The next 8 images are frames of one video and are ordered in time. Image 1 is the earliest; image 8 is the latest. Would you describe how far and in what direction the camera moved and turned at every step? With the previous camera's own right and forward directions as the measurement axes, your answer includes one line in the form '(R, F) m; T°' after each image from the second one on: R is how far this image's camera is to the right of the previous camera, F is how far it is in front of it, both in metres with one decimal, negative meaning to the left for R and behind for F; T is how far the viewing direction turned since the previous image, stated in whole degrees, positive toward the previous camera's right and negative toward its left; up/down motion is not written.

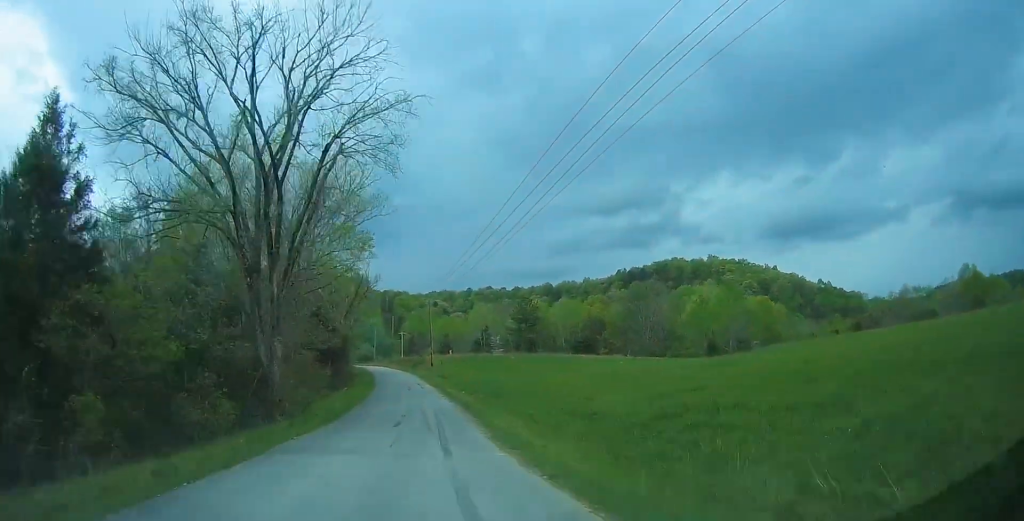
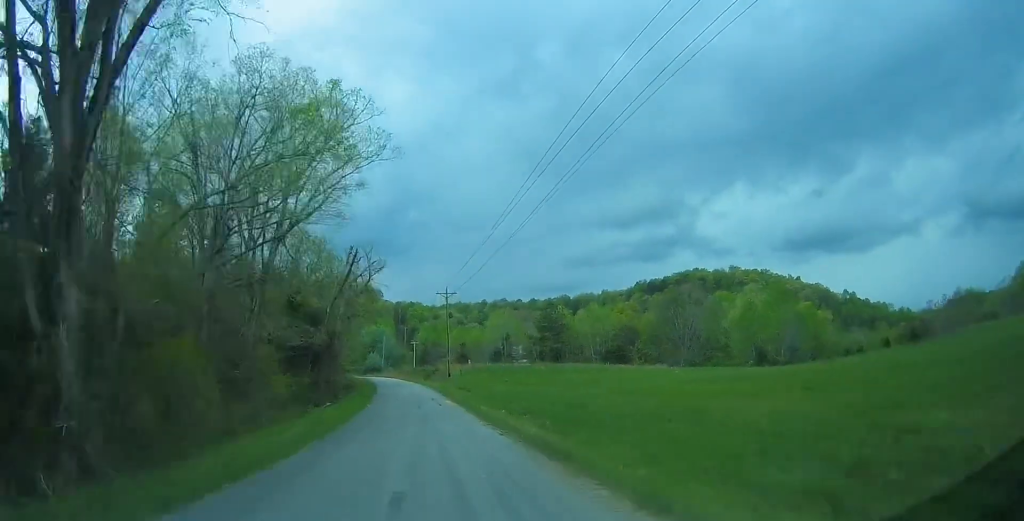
(-0.1, +15.6) m; -2°
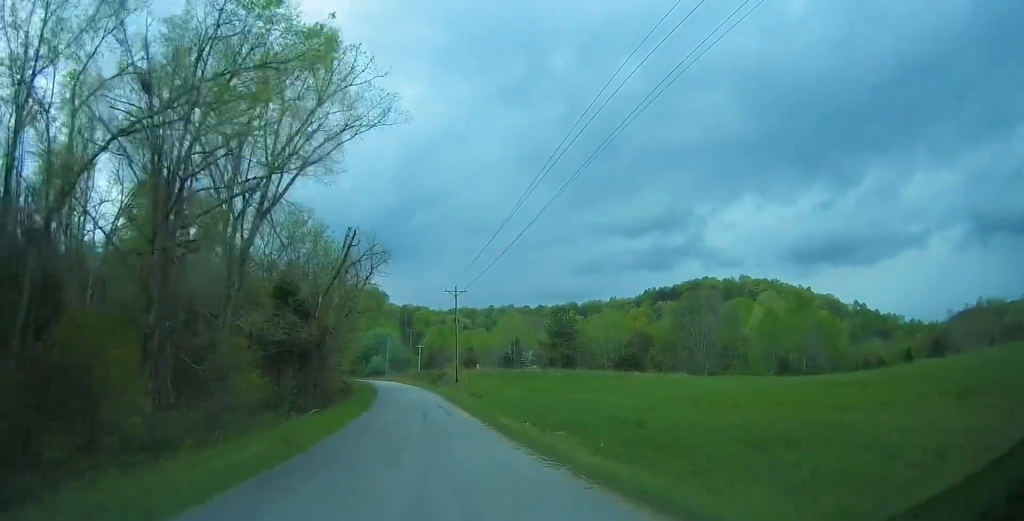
(-0.2, +5.8) m; -1°
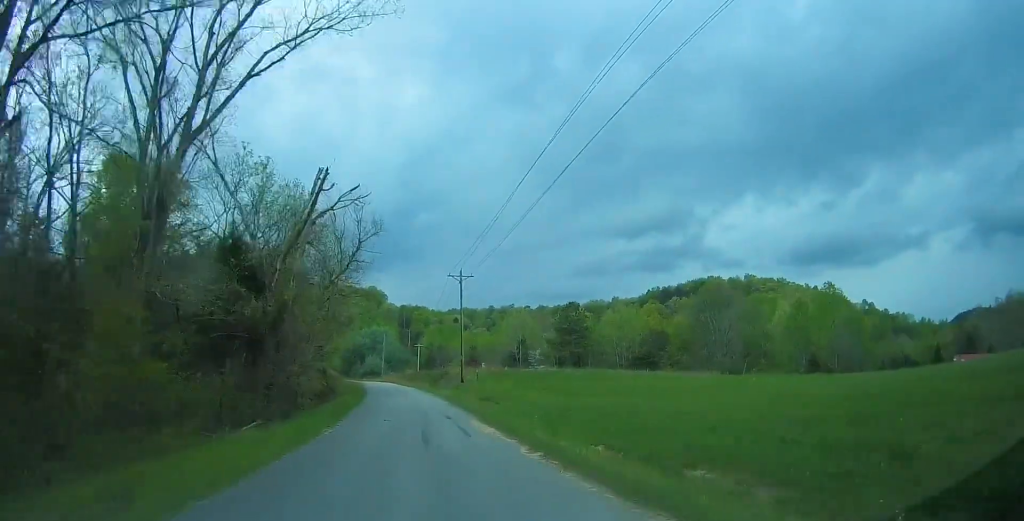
(-0.1, +10.4) m; 0°
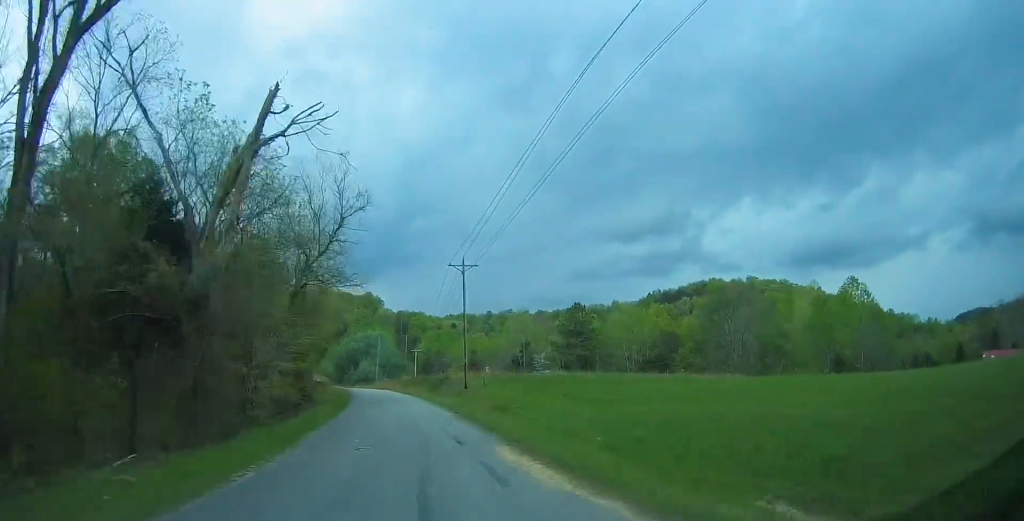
(0.0, +8.1) m; 0°
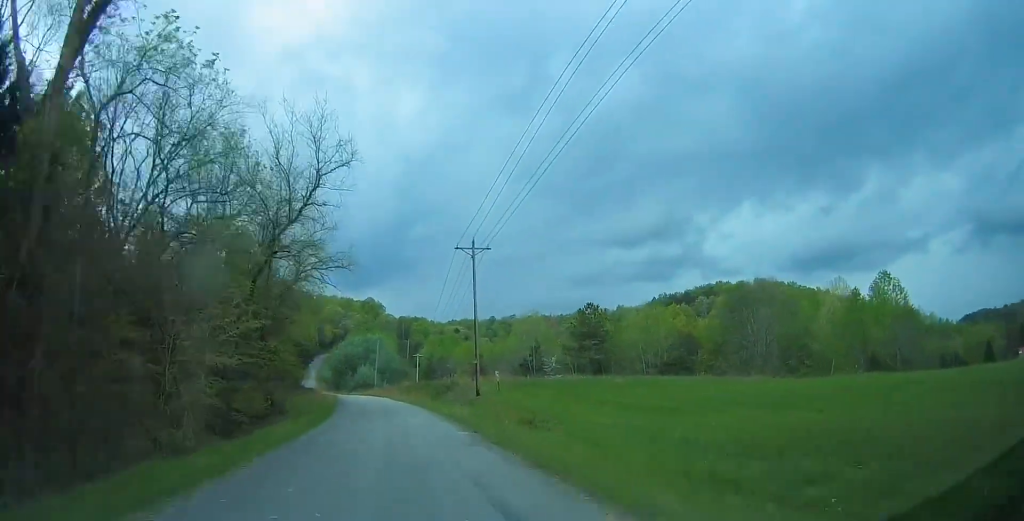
(+0.1, +8.6) m; 0°
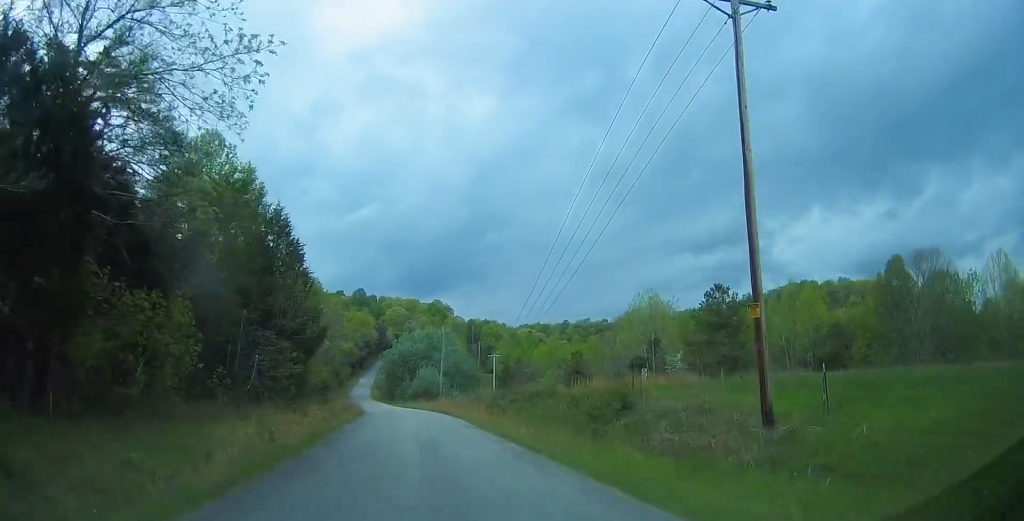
(-1.6, +30.6) m; -5°
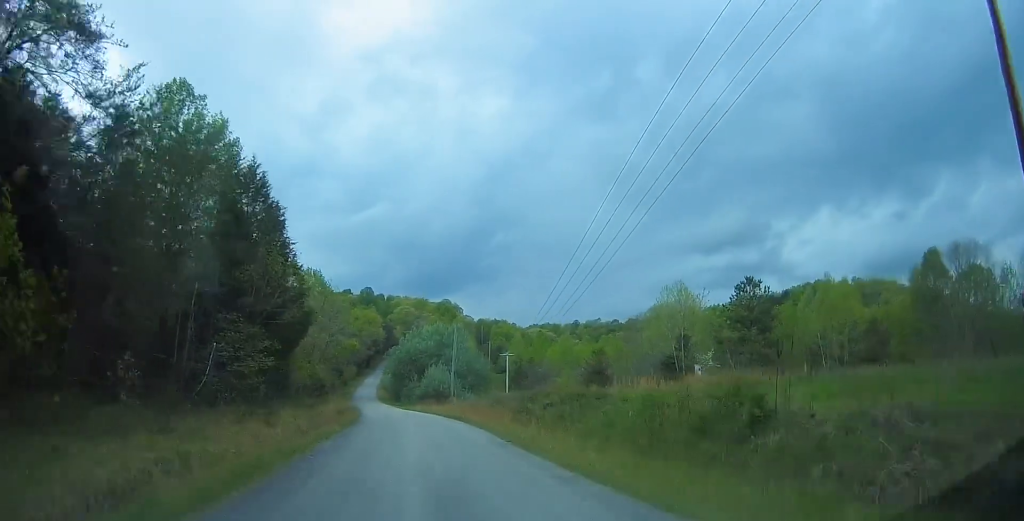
(-0.1, +7.6) m; 0°
